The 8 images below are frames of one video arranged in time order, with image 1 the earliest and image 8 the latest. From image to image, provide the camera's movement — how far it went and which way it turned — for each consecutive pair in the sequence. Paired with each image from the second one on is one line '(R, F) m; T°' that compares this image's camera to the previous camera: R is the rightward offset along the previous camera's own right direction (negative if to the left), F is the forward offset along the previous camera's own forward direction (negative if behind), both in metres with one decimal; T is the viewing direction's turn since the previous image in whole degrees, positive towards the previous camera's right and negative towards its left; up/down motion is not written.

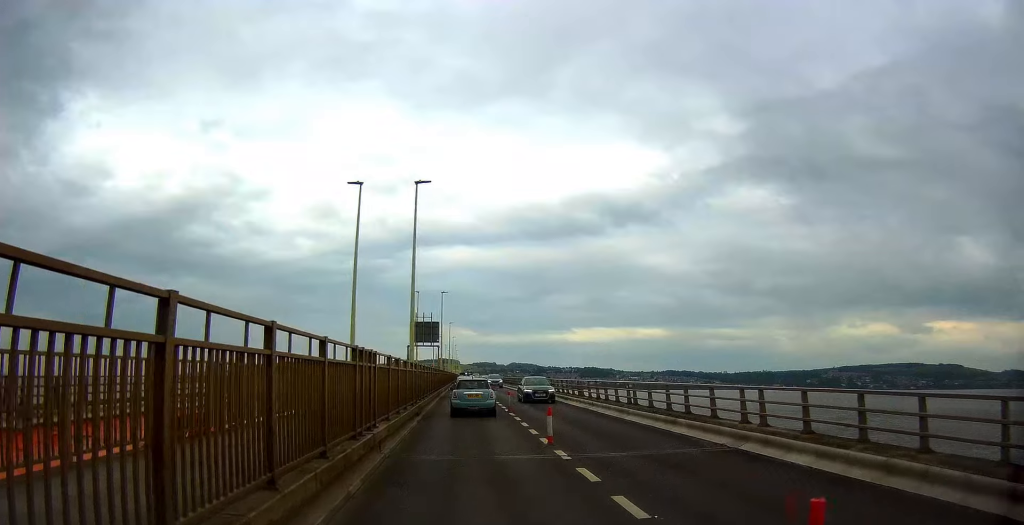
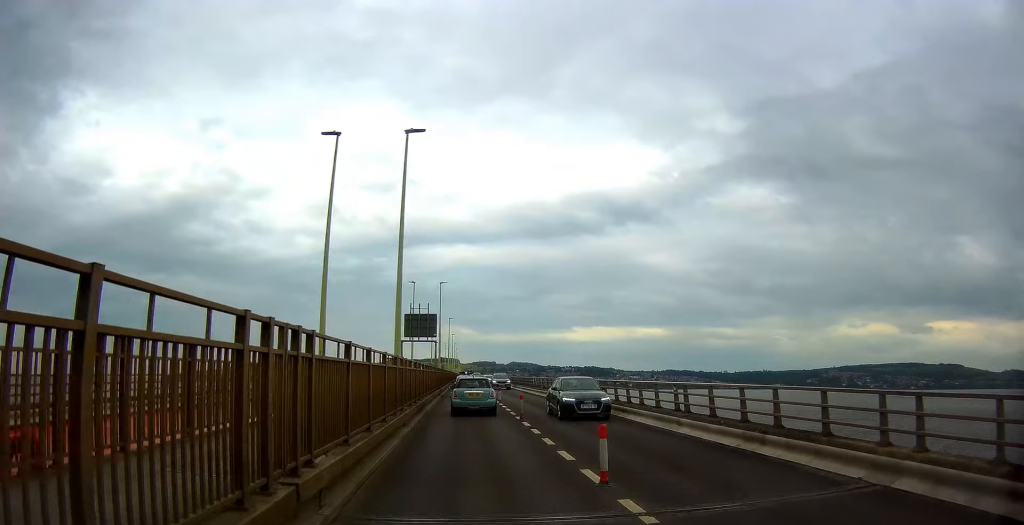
(+0.2, +4.8) m; 0°
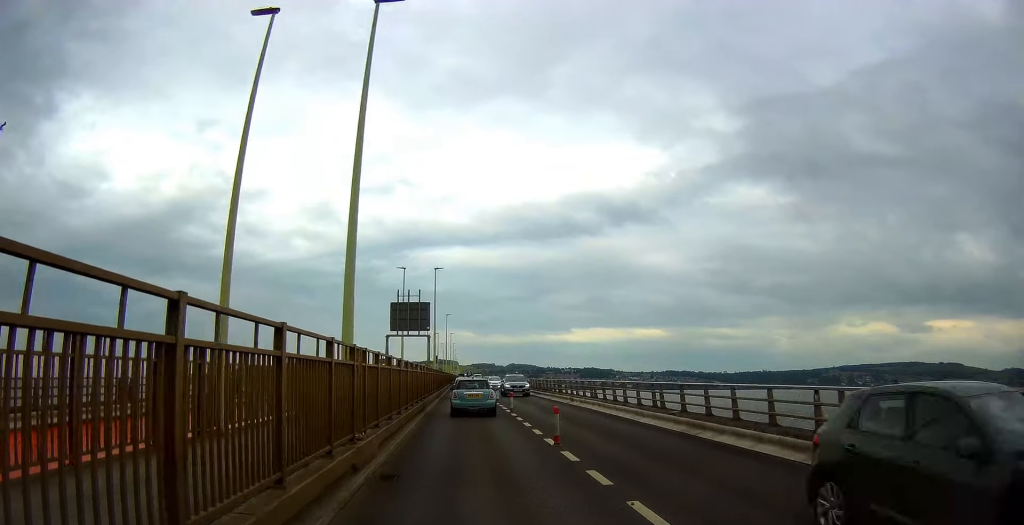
(-0.4, +7.5) m; -1°
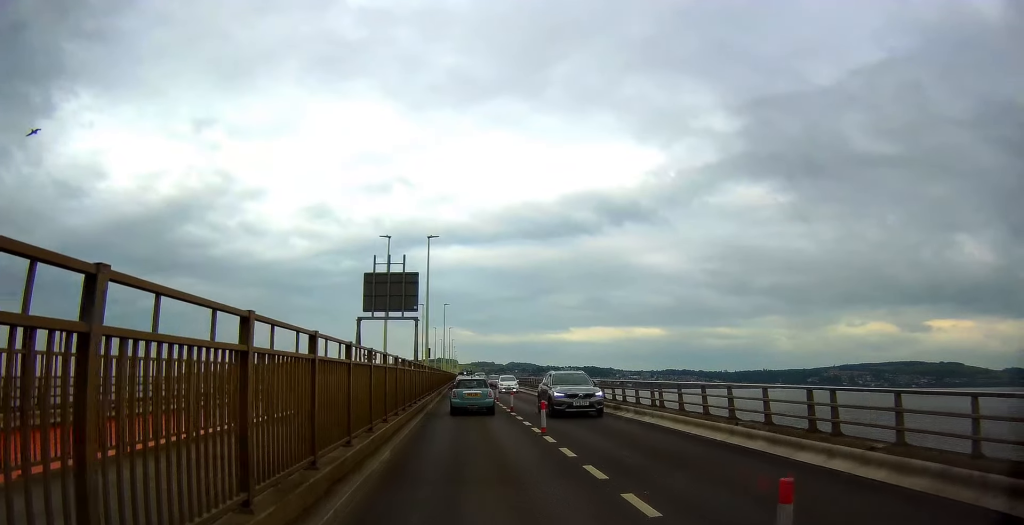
(+0.2, +9.3) m; +3°
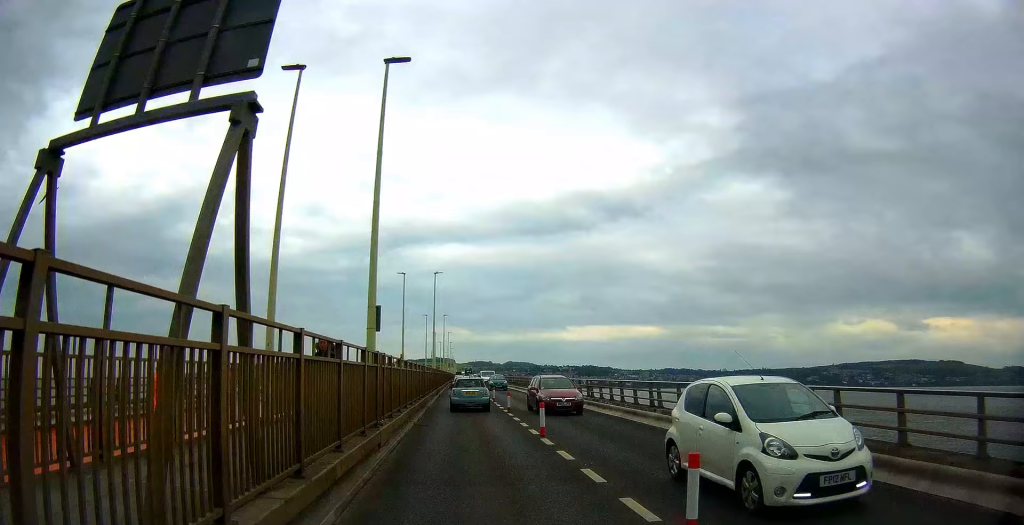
(-0.1, +18.3) m; -2°
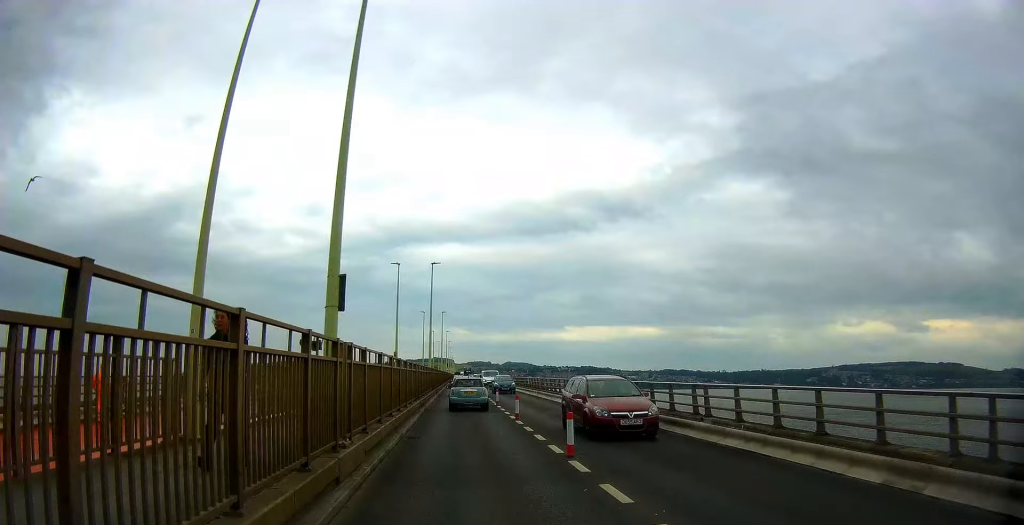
(0.0, +3.6) m; 0°
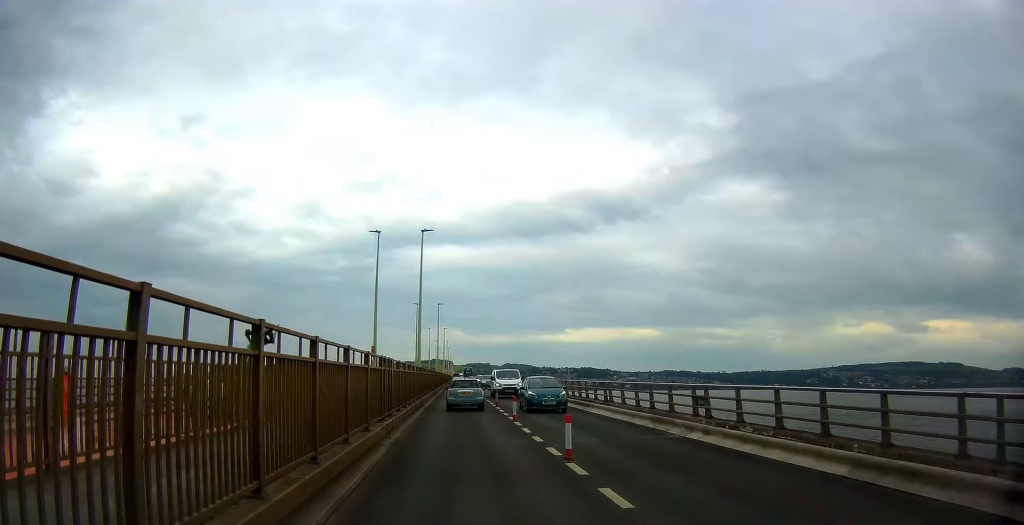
(0.0, +8.7) m; 0°
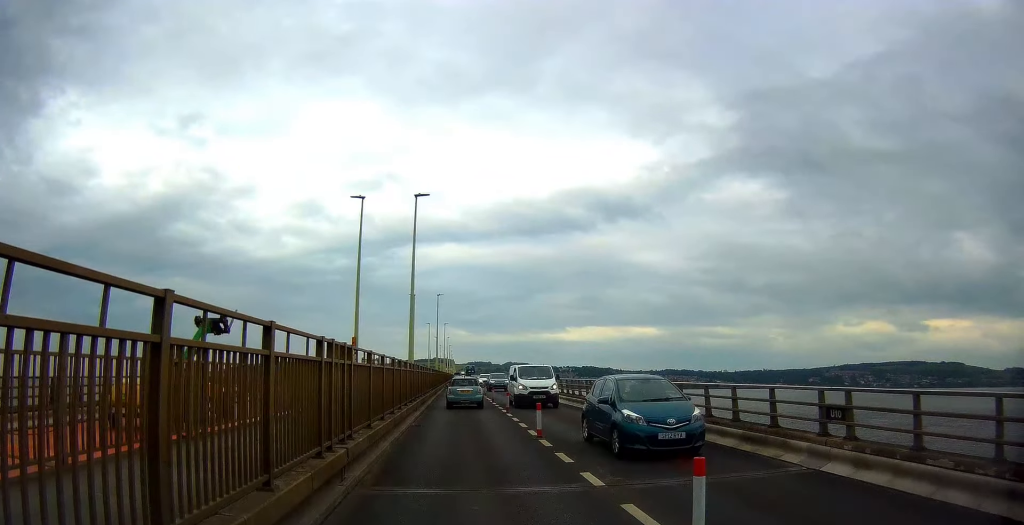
(0.0, +5.8) m; +1°
